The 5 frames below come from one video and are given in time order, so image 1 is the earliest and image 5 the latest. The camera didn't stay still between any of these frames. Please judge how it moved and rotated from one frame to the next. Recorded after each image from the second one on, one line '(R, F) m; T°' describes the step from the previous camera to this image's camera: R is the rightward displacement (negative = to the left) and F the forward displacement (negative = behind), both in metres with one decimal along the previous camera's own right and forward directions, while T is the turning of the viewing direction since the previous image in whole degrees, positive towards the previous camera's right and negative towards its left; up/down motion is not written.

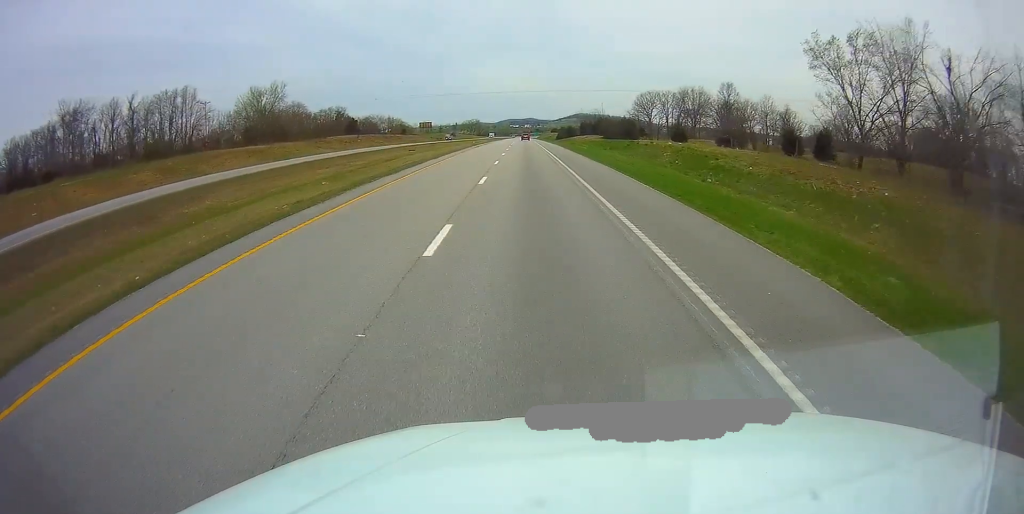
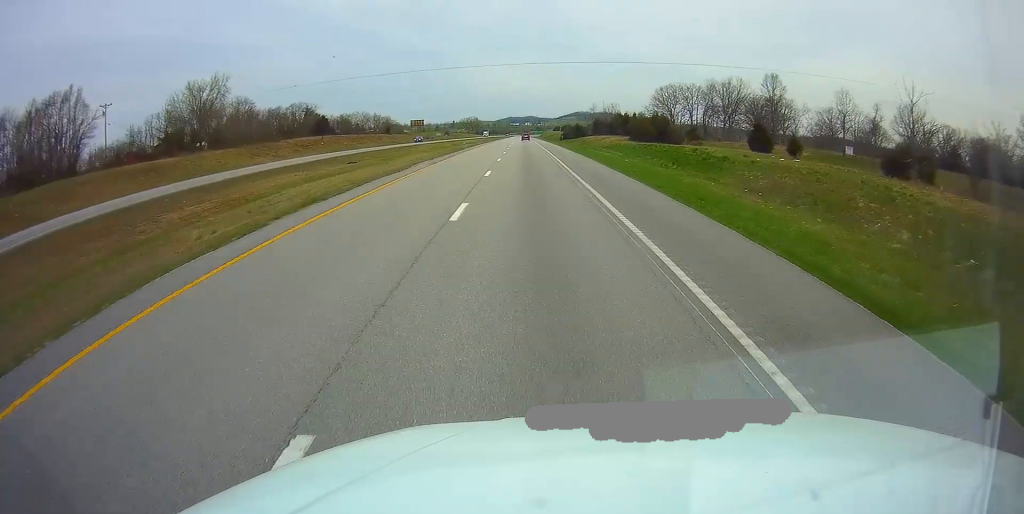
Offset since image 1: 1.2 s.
(+0.2, +33.6) m; 0°
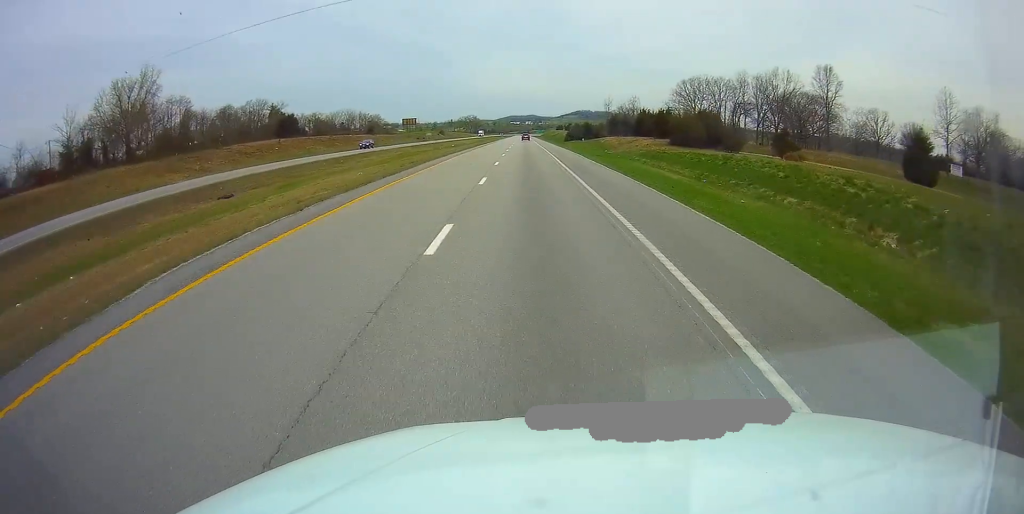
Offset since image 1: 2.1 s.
(-0.1, +28.3) m; 0°
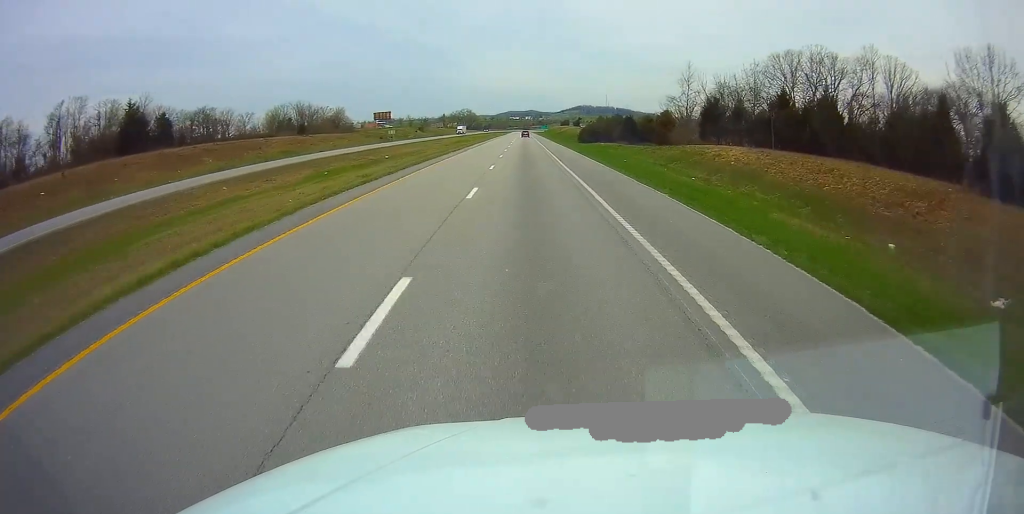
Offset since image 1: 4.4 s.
(0.0, +66.6) m; 0°
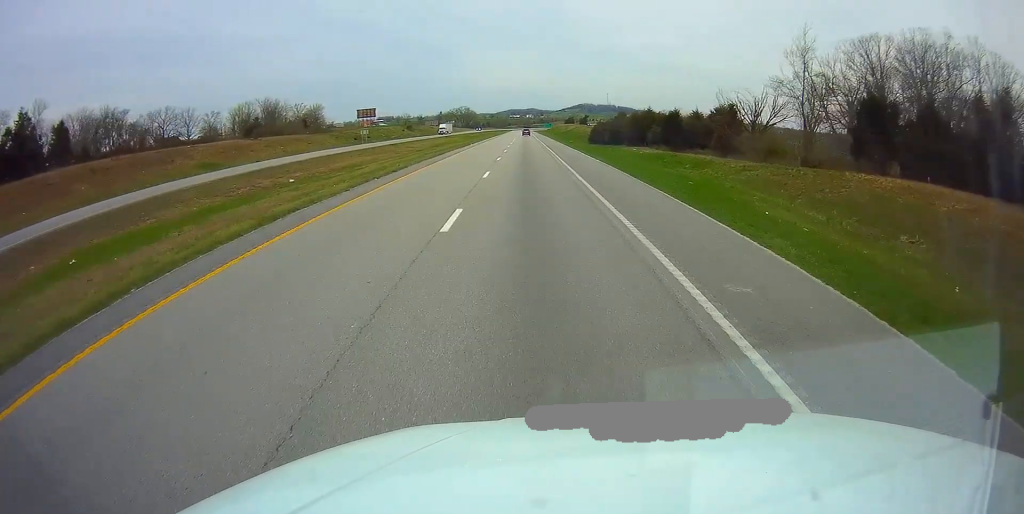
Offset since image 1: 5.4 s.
(0.0, +30.4) m; 0°
